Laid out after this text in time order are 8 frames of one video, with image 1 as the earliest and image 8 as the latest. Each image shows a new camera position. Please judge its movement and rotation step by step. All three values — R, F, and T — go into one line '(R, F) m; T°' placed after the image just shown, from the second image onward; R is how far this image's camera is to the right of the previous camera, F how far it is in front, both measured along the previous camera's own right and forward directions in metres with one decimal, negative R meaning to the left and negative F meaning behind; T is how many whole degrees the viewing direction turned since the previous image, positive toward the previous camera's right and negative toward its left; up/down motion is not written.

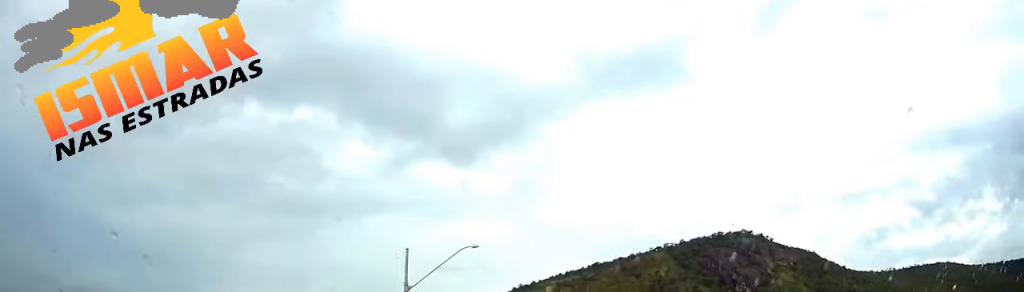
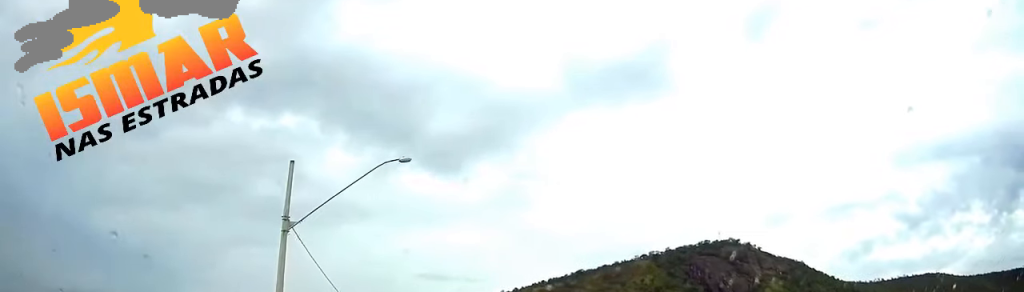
(+0.2, +18.1) m; +1°
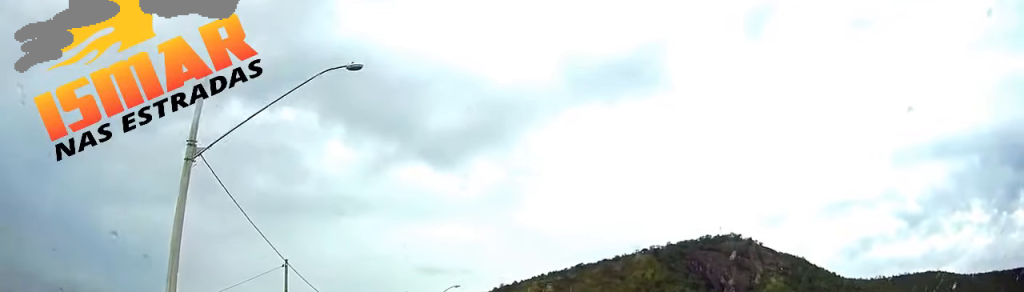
(+0.1, +7.3) m; 0°
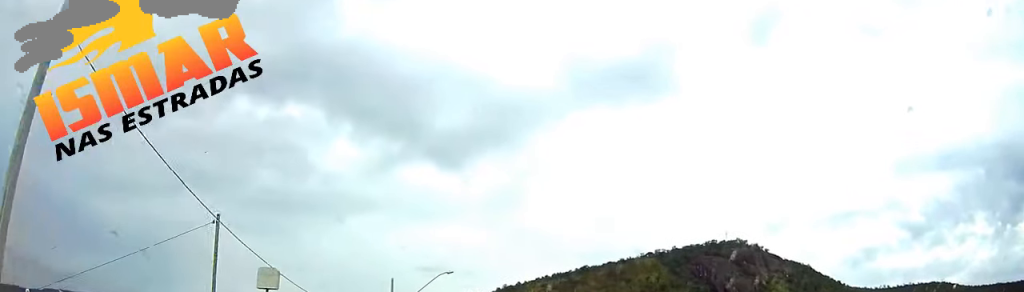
(0.0, +6.7) m; 0°
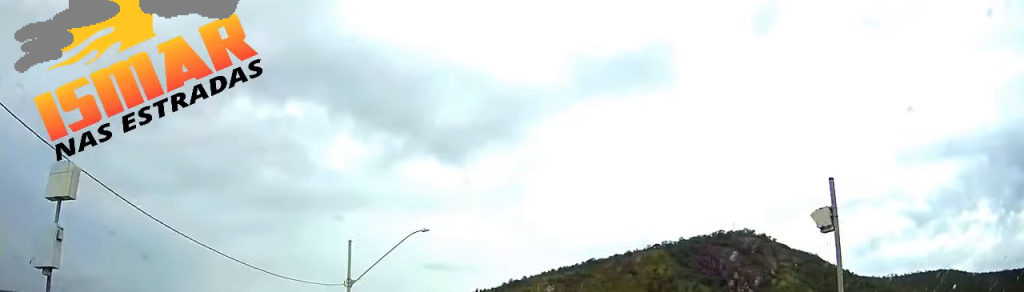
(0.0, +12.2) m; 0°
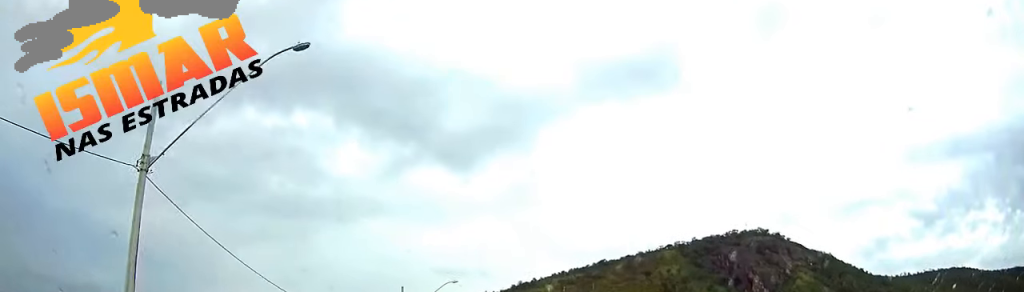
(-0.1, +21.4) m; -1°
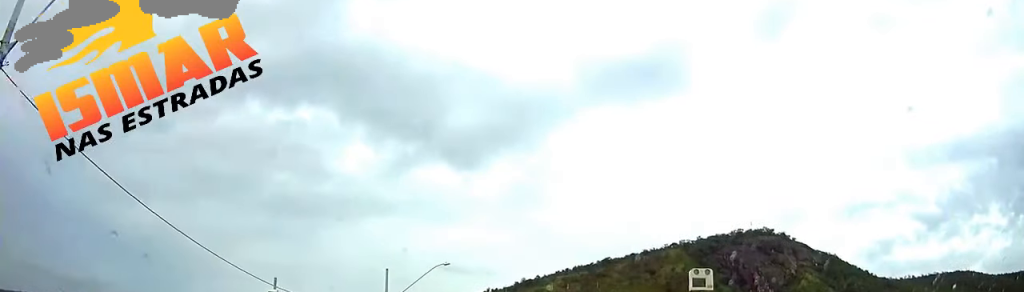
(-0.1, +6.6) m; 0°
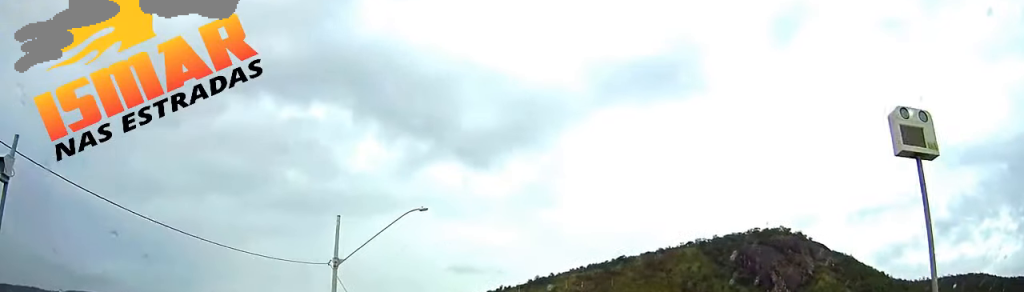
(-0.1, +14.2) m; -1°
